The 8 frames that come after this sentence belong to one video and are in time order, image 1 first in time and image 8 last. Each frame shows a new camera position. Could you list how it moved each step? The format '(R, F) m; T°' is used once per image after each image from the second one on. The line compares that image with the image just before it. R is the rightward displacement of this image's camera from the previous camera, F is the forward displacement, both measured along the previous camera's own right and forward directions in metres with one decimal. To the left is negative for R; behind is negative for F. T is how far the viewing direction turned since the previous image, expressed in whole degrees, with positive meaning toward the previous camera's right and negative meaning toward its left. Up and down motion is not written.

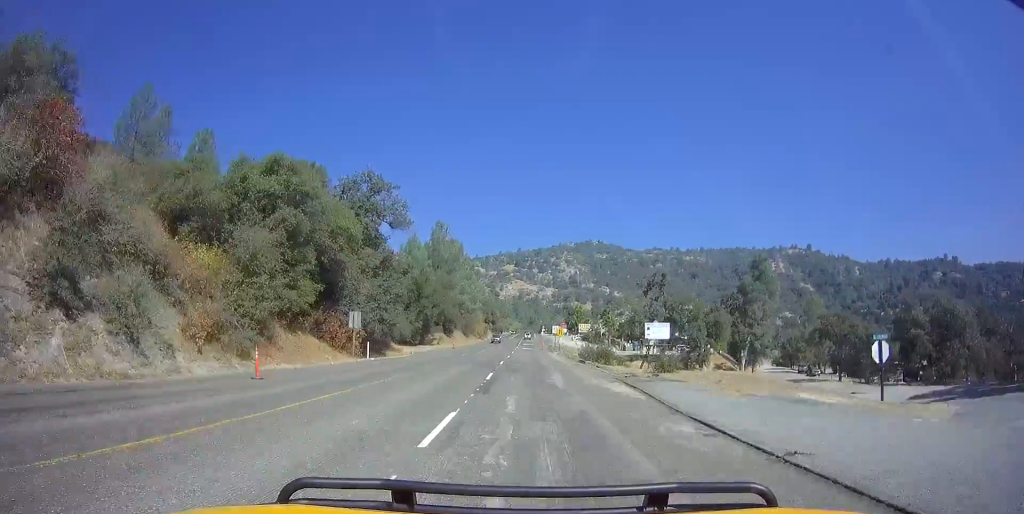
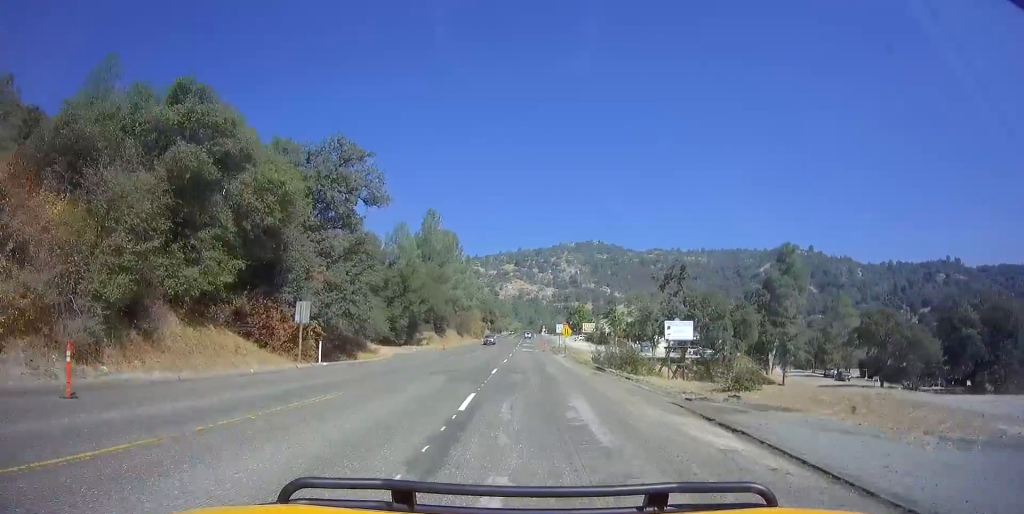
(0.0, +9.3) m; 0°
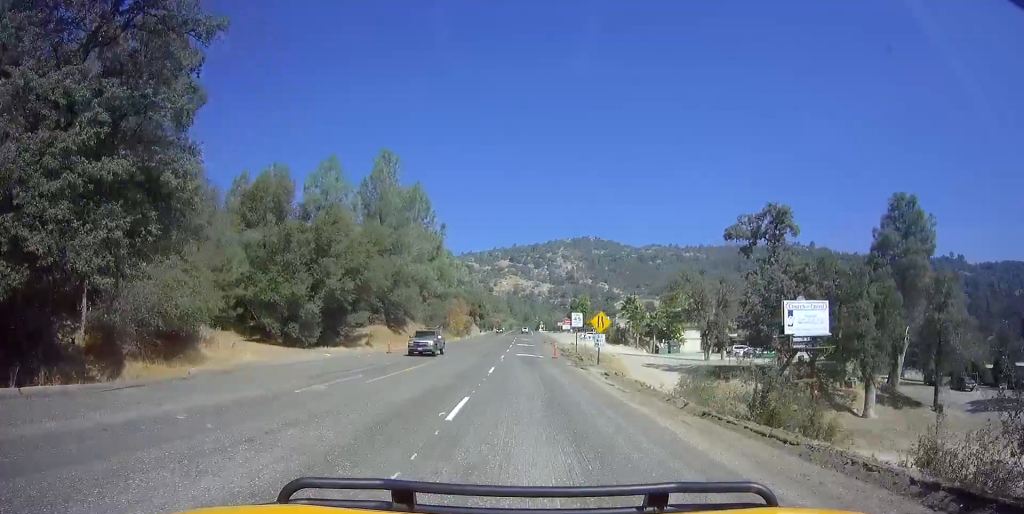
(+0.1, +27.7) m; 0°
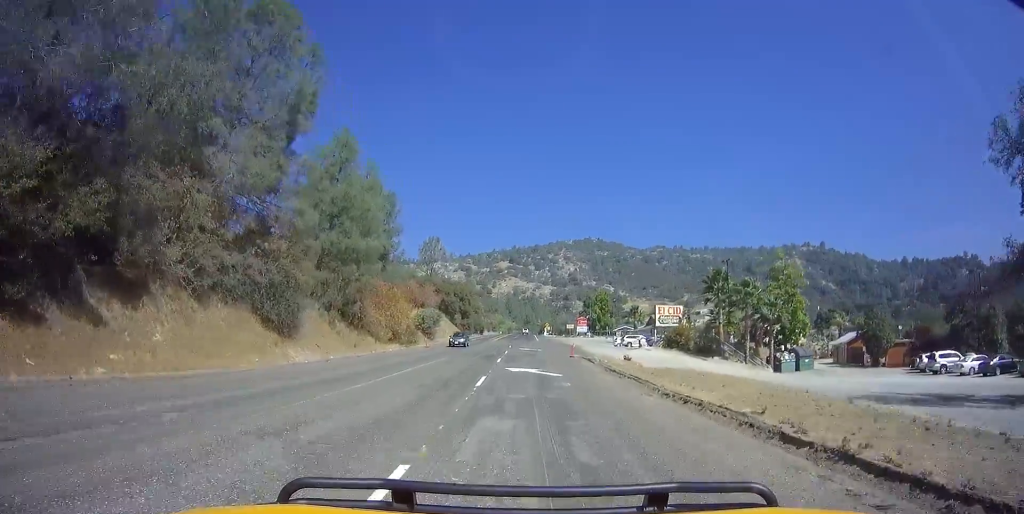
(-1.1, +47.9) m; -1°
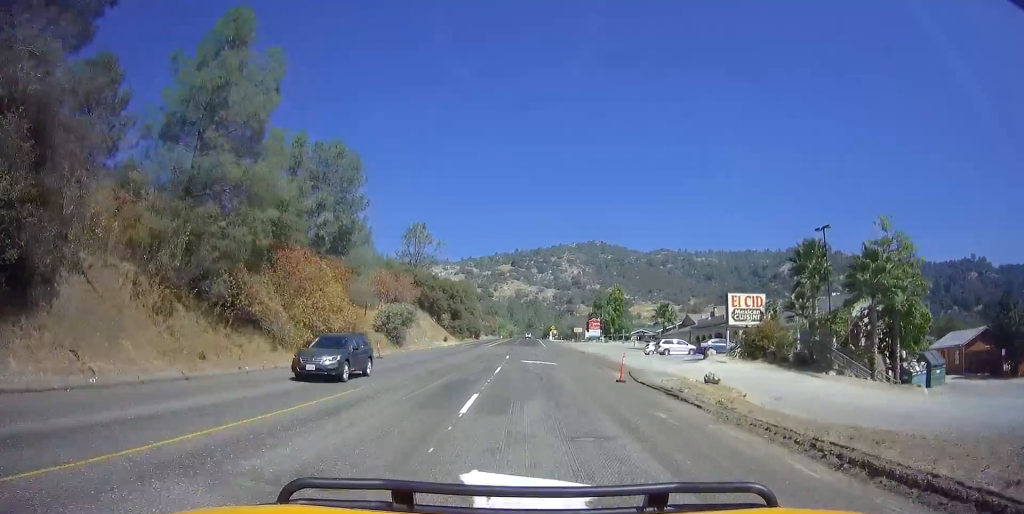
(+0.3, +19.1) m; 0°
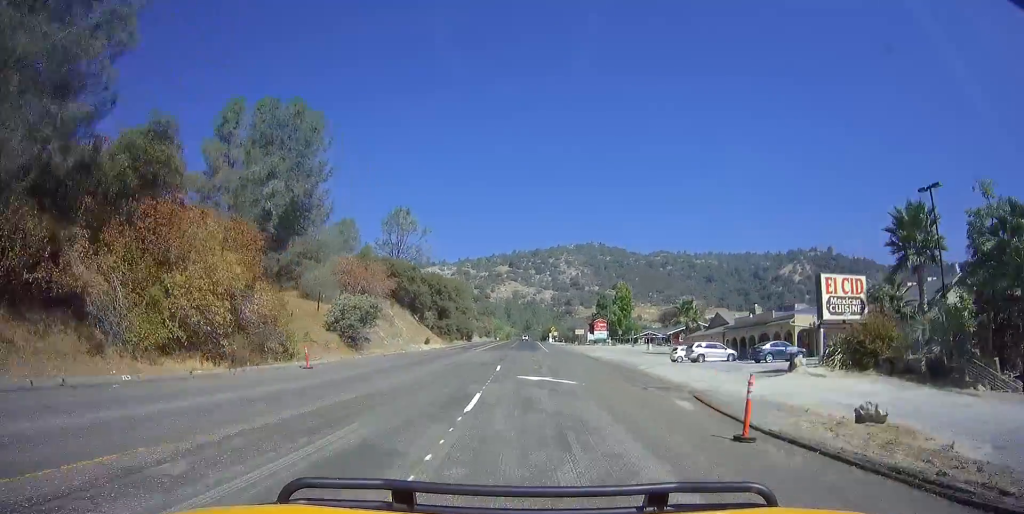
(+0.2, +12.3) m; -1°
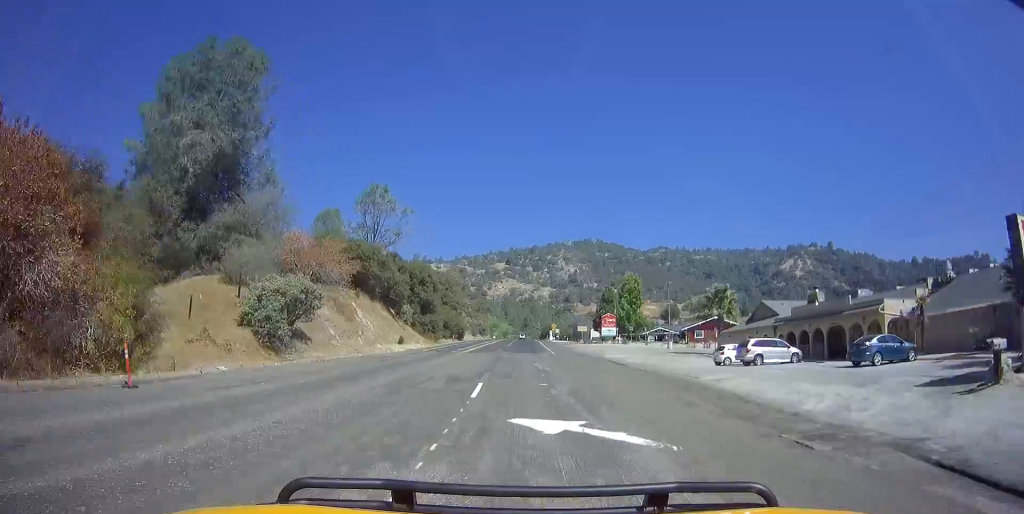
(-0.4, +12.3) m; 0°
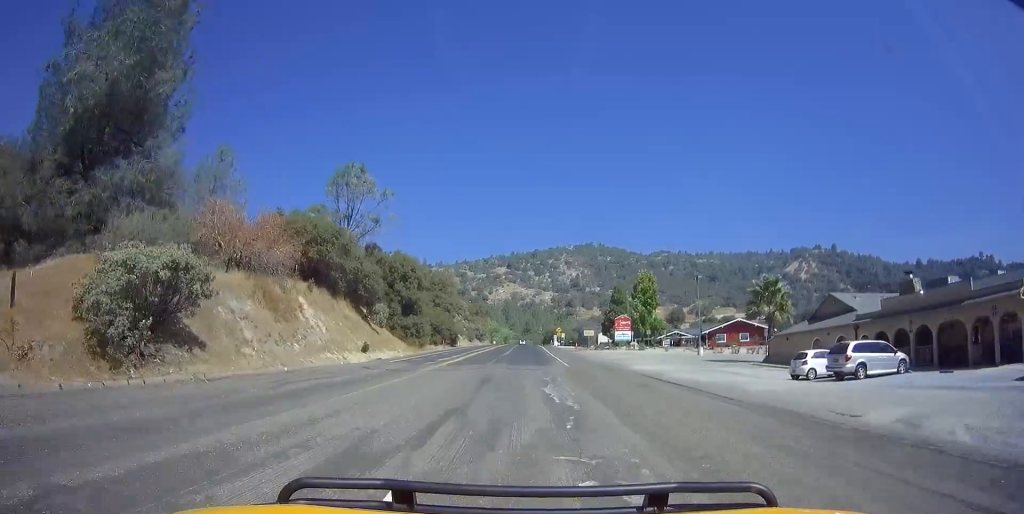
(-0.2, +11.6) m; 0°
